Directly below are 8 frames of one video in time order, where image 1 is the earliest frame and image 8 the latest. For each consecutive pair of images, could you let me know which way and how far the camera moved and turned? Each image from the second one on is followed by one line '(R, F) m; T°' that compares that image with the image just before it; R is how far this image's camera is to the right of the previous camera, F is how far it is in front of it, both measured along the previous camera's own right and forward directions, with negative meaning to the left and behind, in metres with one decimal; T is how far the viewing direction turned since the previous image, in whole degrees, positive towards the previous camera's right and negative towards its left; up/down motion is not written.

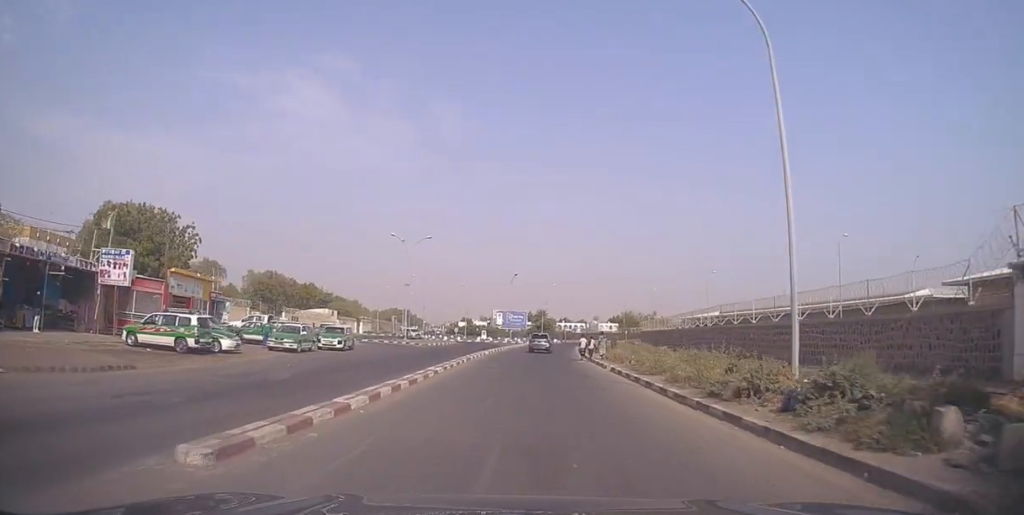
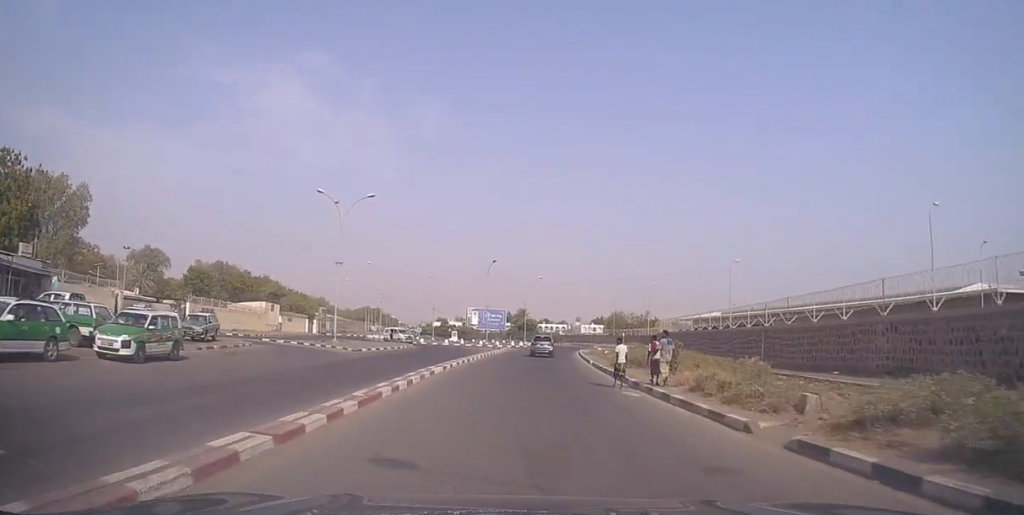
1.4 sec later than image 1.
(+0.1, +20.3) m; +1°
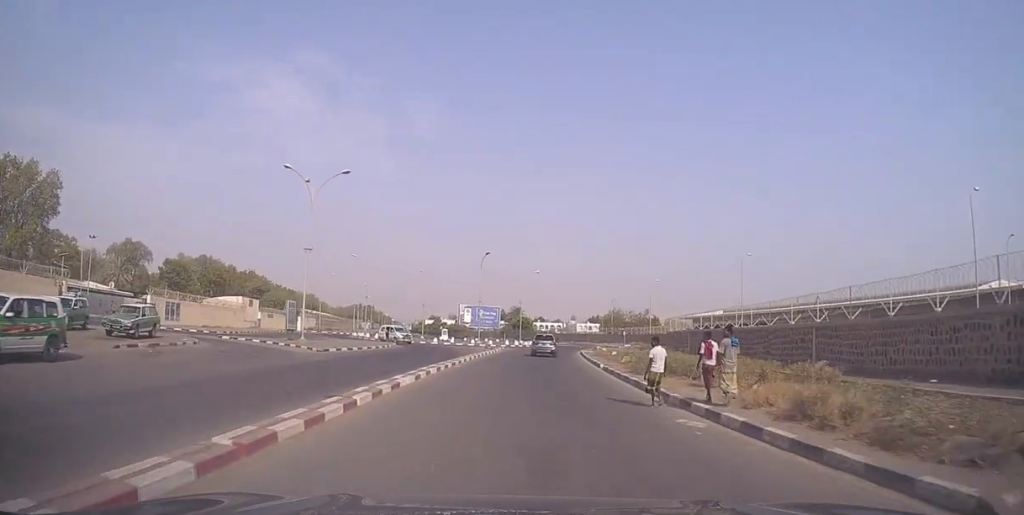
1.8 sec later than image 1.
(-0.1, +6.4) m; +1°
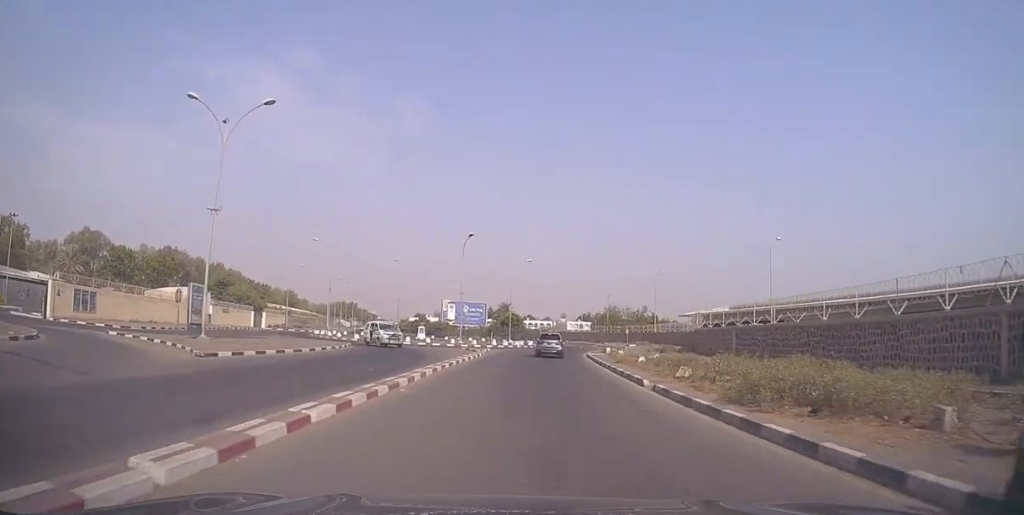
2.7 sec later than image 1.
(+0.4, +12.6) m; +4°
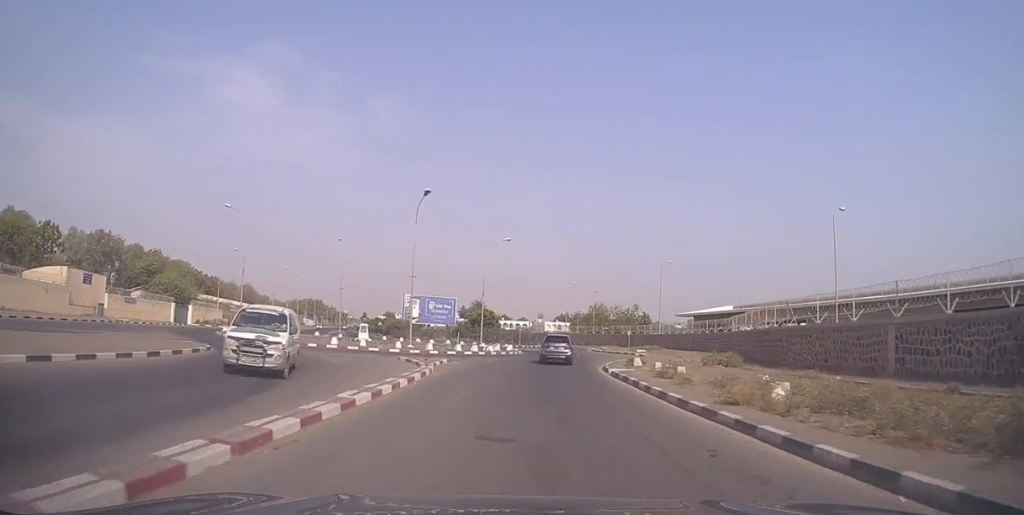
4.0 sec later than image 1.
(+0.8, +18.8) m; +2°
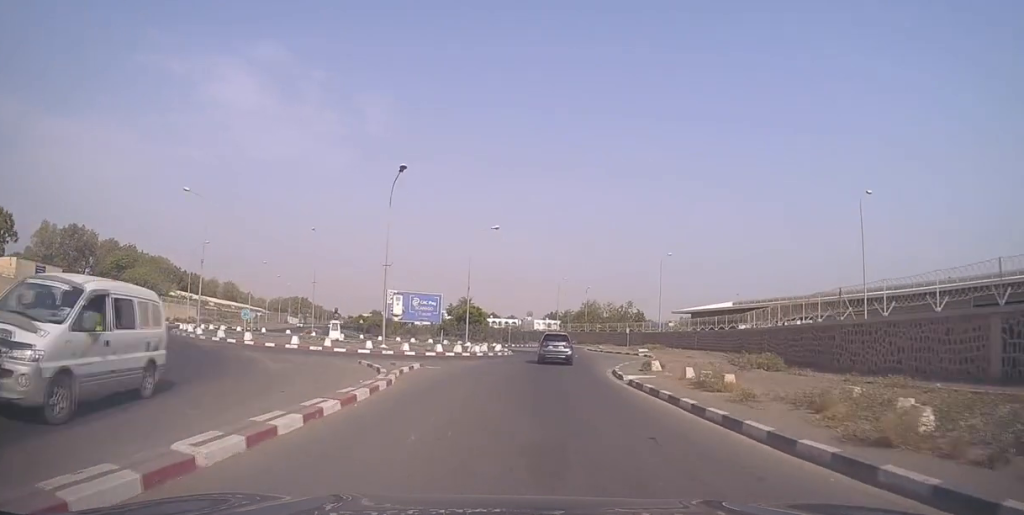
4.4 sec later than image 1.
(-0.3, +5.9) m; +1°
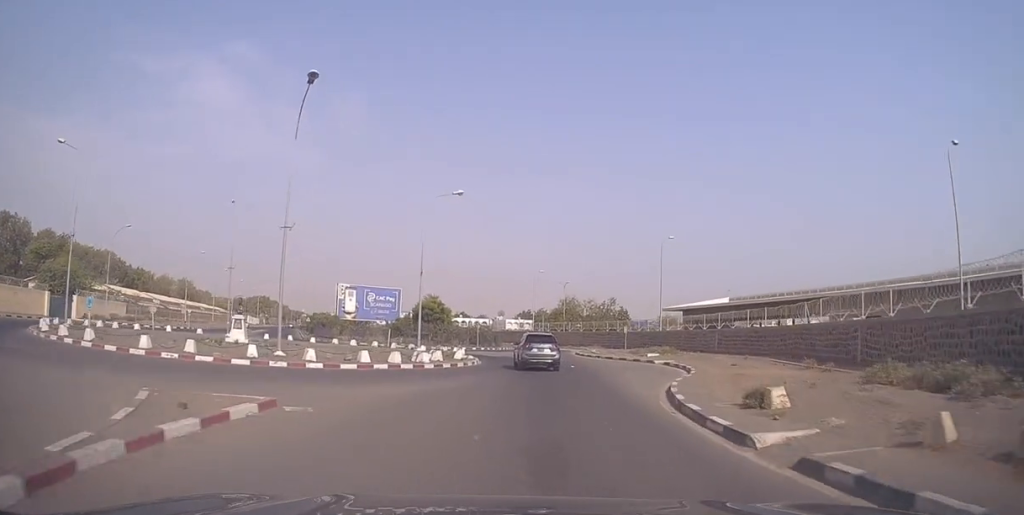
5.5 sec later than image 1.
(+0.4, +13.6) m; +3°
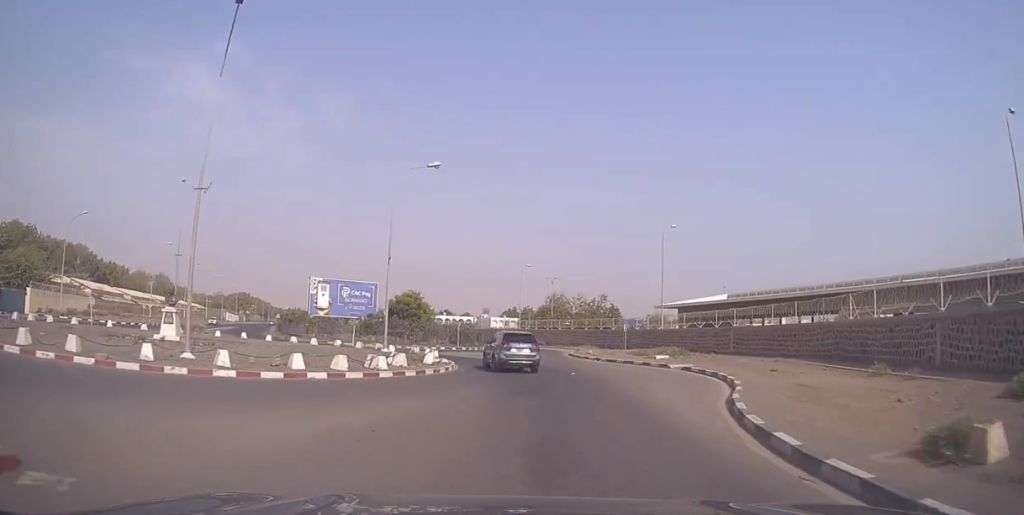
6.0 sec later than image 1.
(+0.4, +6.4) m; +1°
